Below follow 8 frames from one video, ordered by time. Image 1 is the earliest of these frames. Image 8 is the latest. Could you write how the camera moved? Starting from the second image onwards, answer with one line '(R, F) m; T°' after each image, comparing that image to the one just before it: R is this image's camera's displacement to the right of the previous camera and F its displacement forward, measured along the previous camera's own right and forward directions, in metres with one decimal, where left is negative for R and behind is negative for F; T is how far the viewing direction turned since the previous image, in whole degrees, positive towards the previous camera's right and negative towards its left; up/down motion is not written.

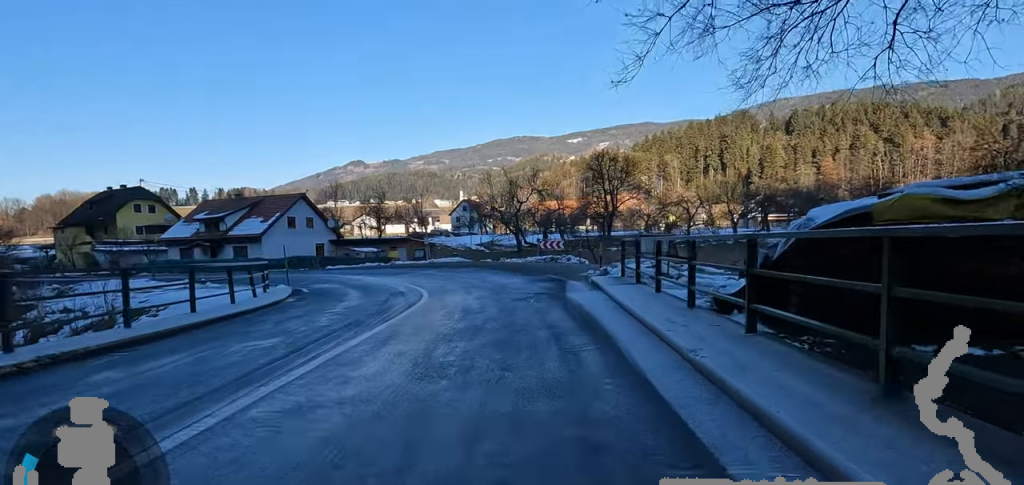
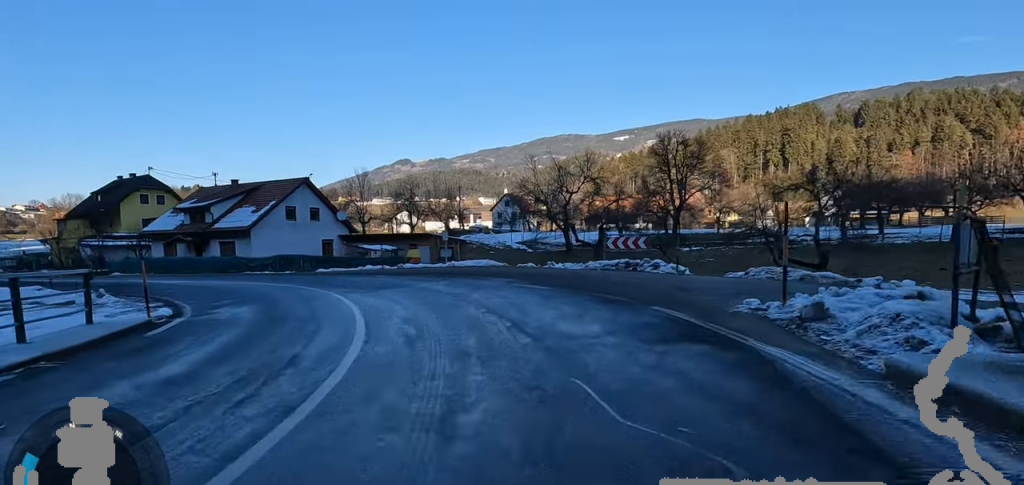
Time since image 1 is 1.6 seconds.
(0.0, +10.0) m; -4°
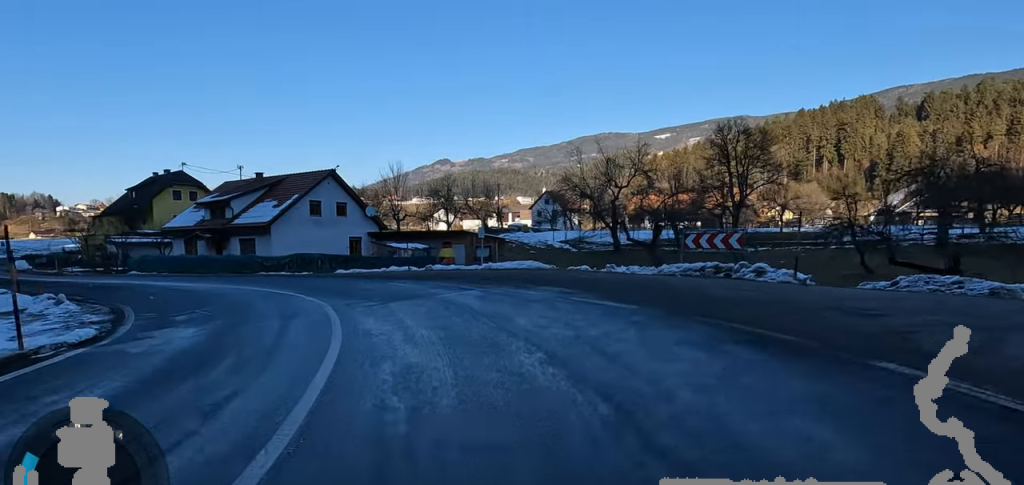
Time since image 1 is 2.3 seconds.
(-0.1, +4.2) m; -7°
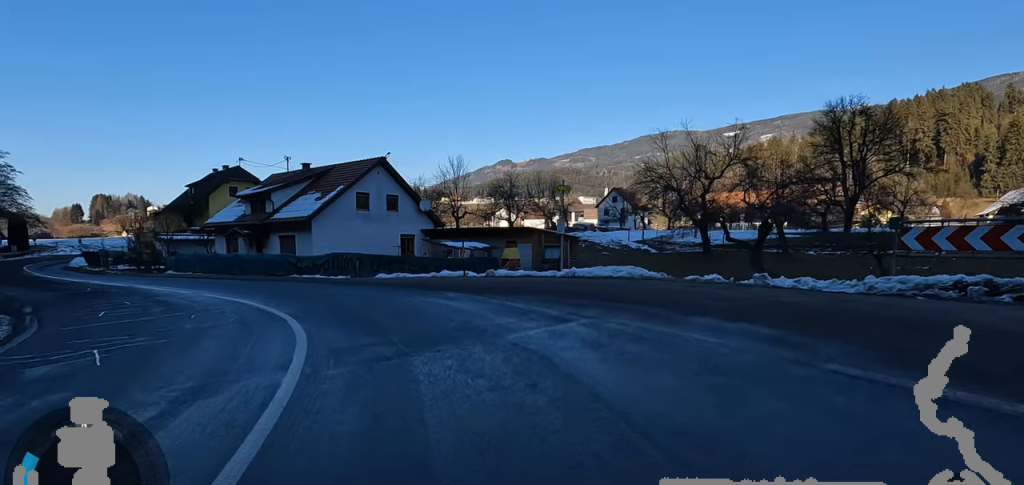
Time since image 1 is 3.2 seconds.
(-0.6, +5.6) m; -14°
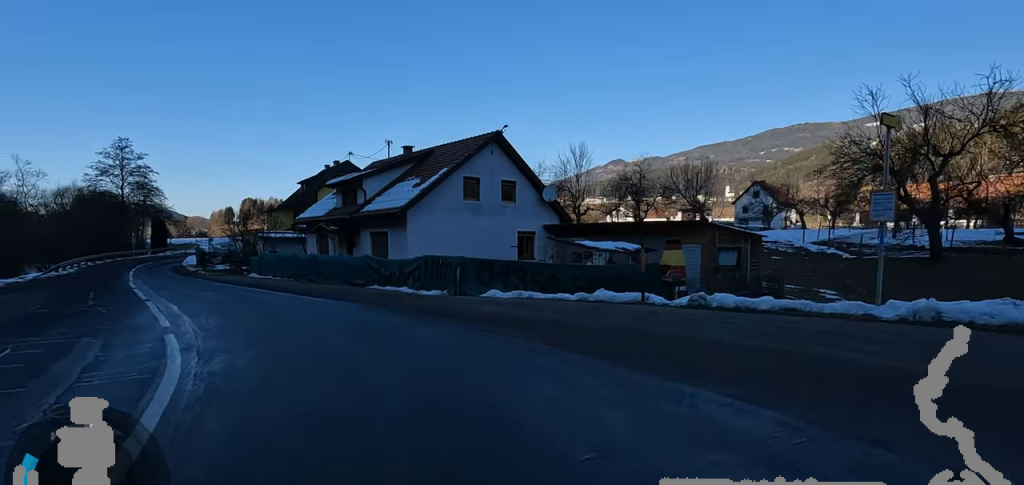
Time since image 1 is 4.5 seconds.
(-1.2, +8.2) m; -12°
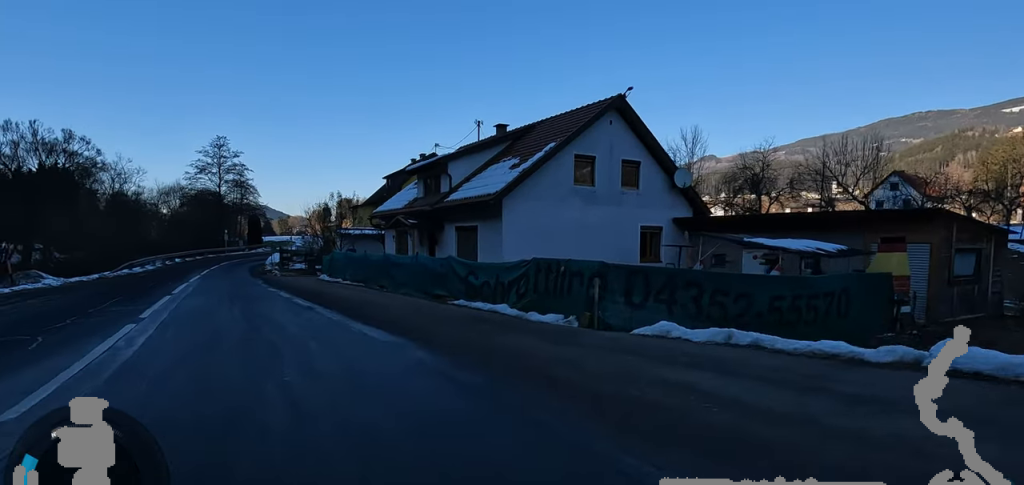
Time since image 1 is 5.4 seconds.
(-0.3, +5.5) m; -11°
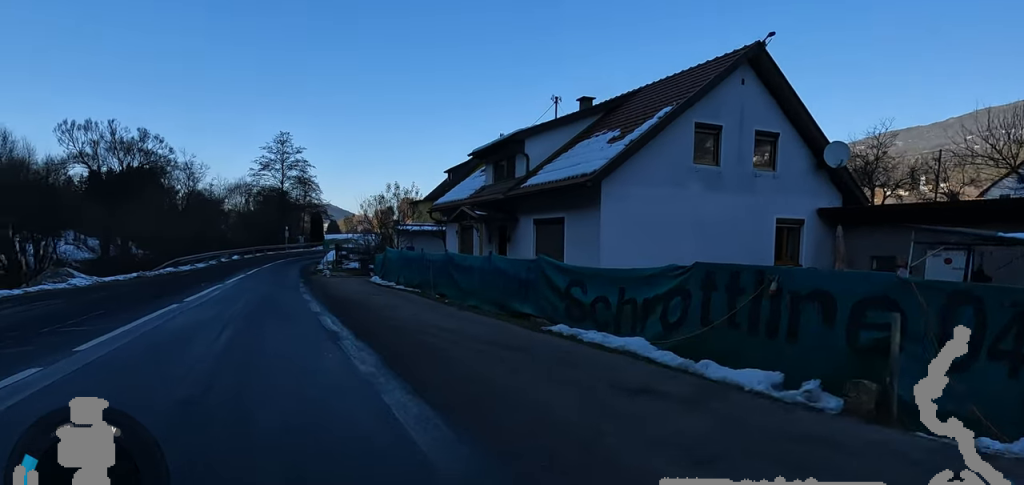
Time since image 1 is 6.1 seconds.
(-0.3, +4.2) m; -10°
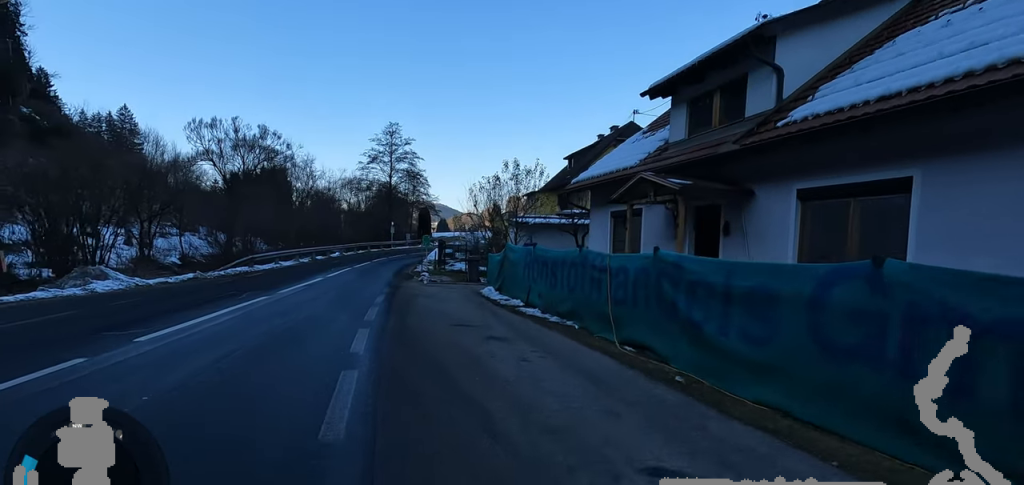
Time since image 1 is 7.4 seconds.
(-0.8, +8.0) m; -7°
